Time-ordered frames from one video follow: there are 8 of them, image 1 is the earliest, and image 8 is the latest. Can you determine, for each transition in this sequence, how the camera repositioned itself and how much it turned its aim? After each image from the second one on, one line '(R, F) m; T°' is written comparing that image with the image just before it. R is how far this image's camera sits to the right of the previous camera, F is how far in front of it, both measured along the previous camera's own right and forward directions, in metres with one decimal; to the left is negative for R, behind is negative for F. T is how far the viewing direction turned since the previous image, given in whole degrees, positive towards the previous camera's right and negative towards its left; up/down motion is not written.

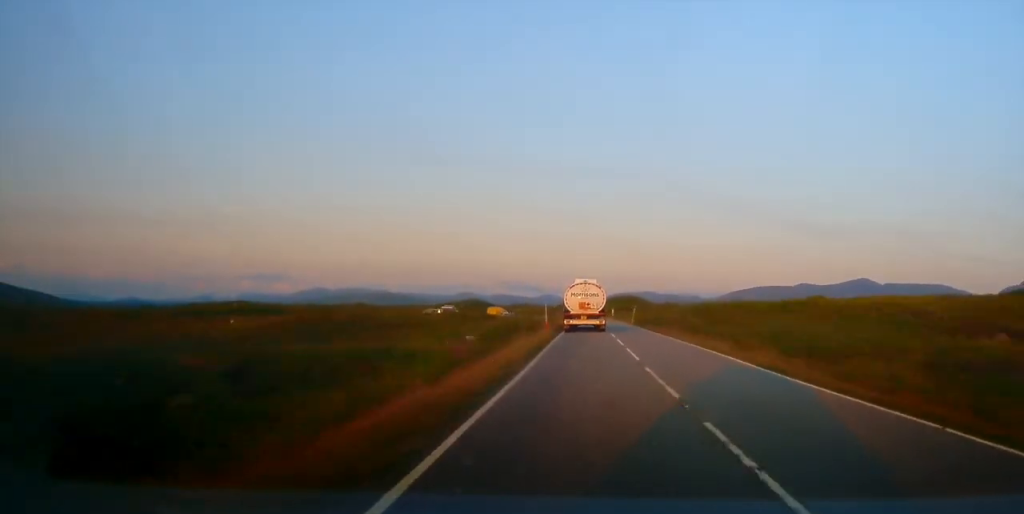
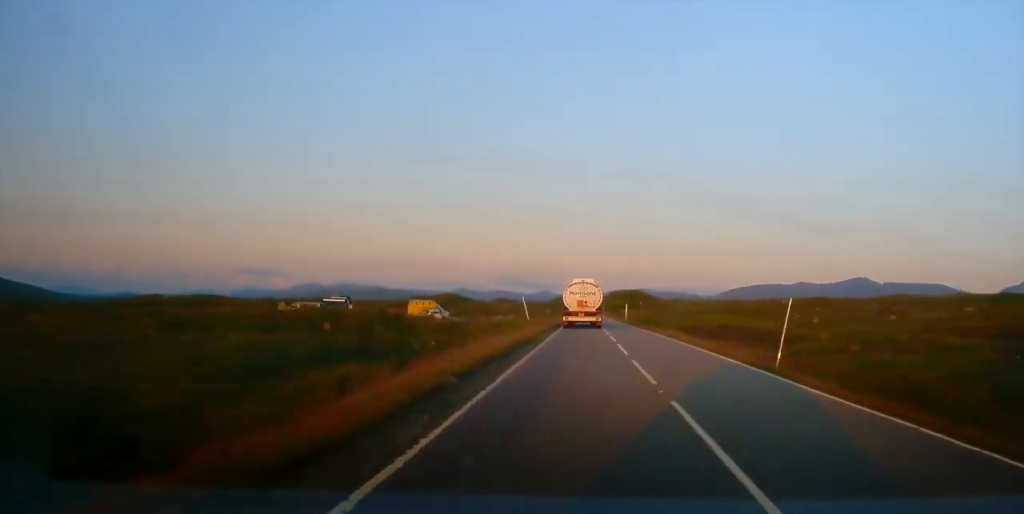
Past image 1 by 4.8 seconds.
(+0.2, +81.3) m; 0°
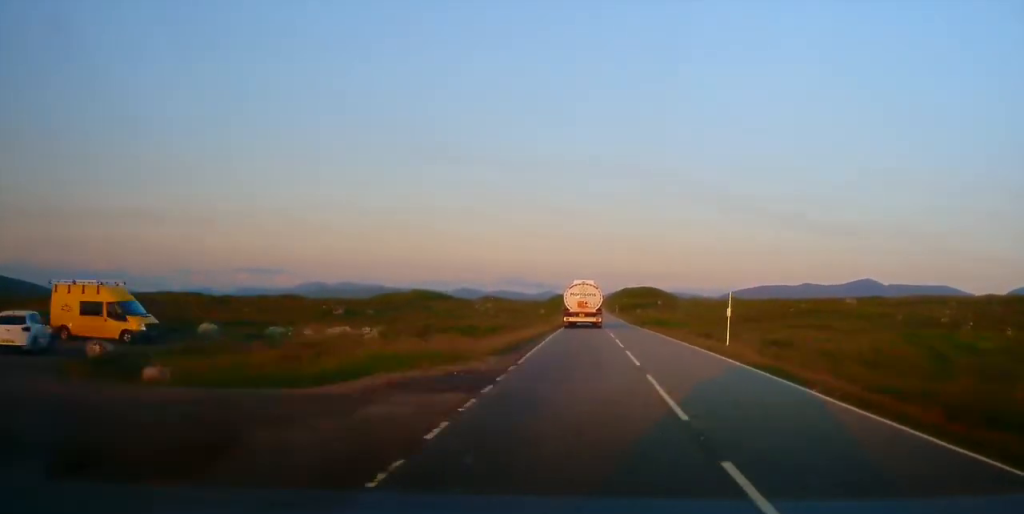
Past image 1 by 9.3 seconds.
(-0.2, +77.9) m; 0°
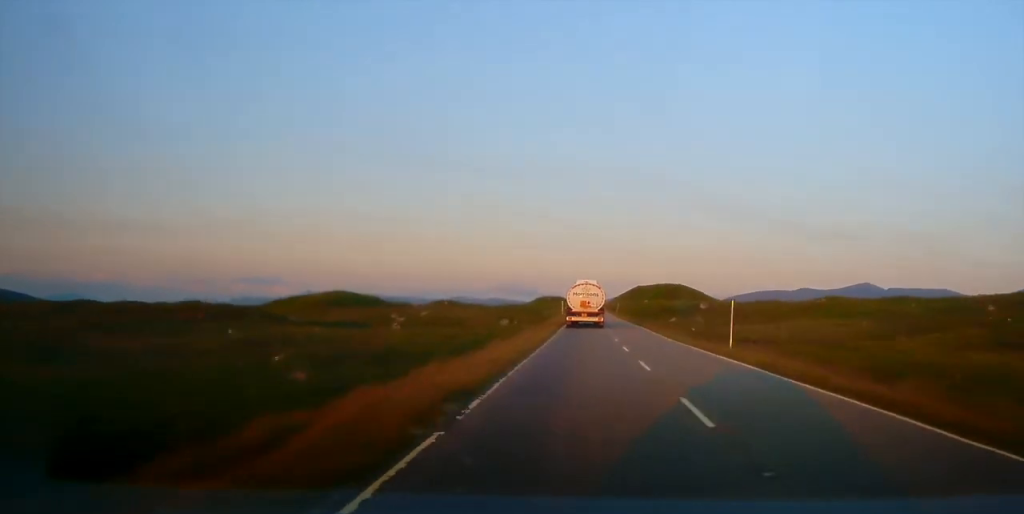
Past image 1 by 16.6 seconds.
(-0.1, +123.7) m; 0°
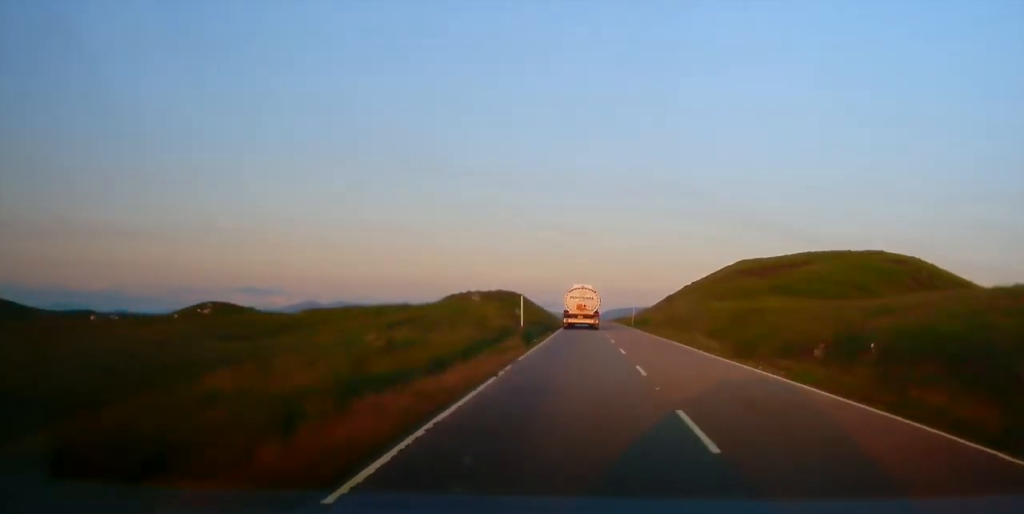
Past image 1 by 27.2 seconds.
(+0.2, +181.1) m; 0°
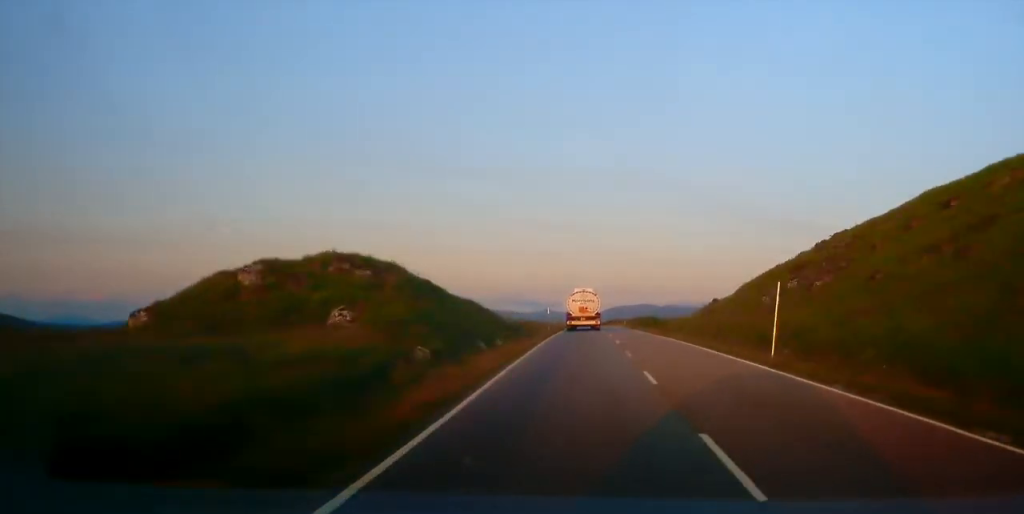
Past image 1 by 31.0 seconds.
(-0.1, +62.9) m; 0°
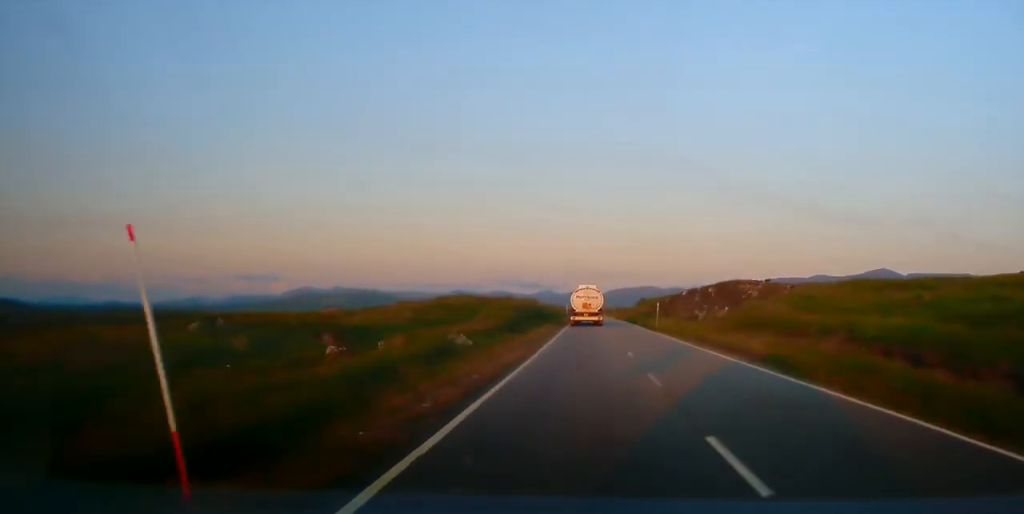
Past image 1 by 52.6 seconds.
(-0.7, +375.3) m; 0°
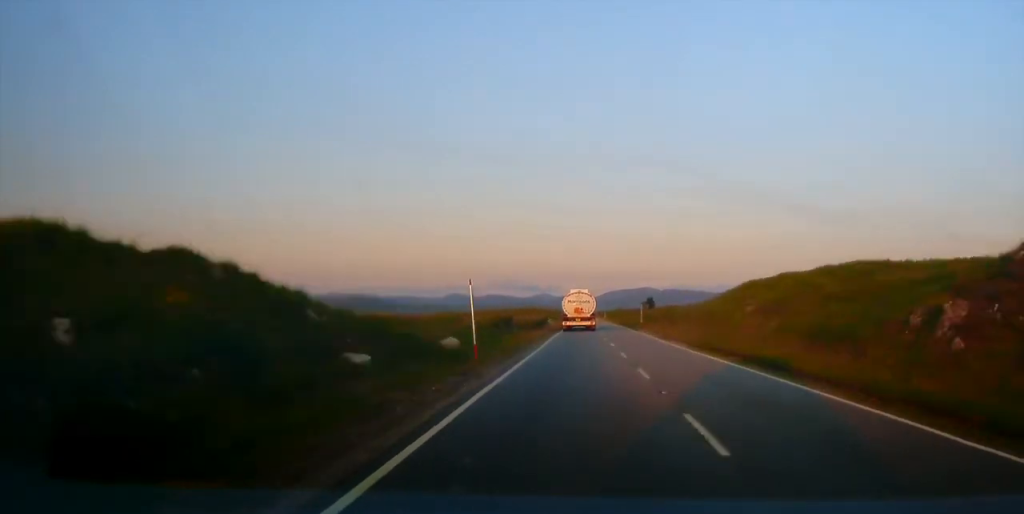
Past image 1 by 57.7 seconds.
(-0.1, +90.1) m; 0°
